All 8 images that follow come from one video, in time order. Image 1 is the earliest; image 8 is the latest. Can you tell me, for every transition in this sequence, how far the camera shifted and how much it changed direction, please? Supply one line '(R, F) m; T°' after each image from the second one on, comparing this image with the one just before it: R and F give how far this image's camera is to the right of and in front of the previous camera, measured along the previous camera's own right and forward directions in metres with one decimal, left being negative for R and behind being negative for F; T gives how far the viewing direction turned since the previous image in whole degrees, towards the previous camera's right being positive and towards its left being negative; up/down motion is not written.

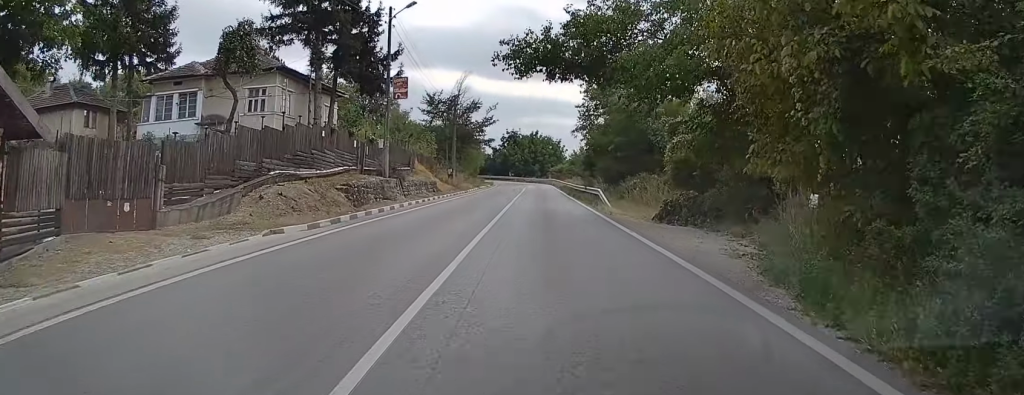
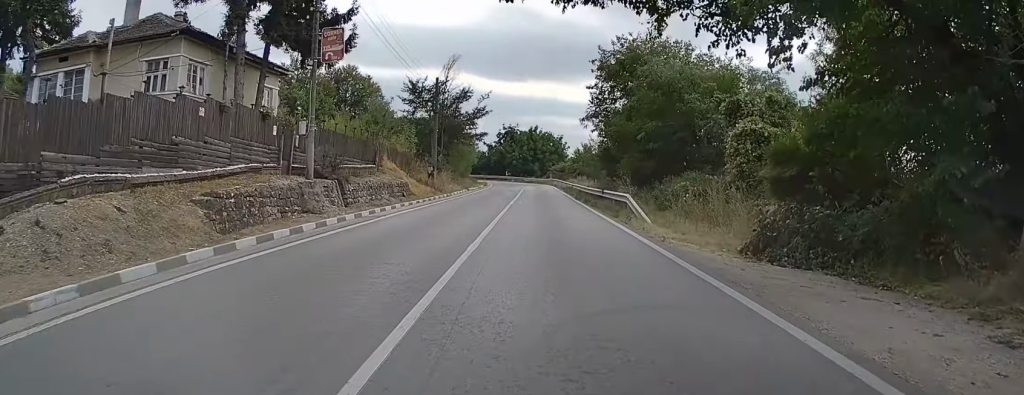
(0.0, +11.4) m; 0°
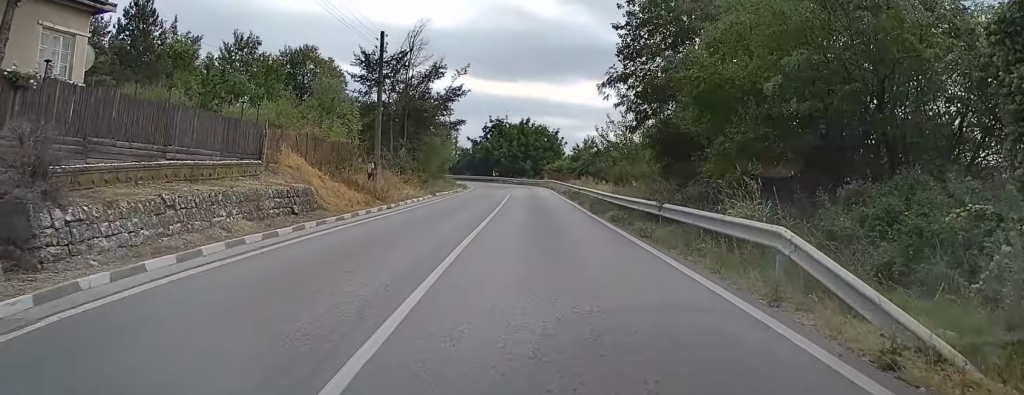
(0.0, +16.7) m; 0°
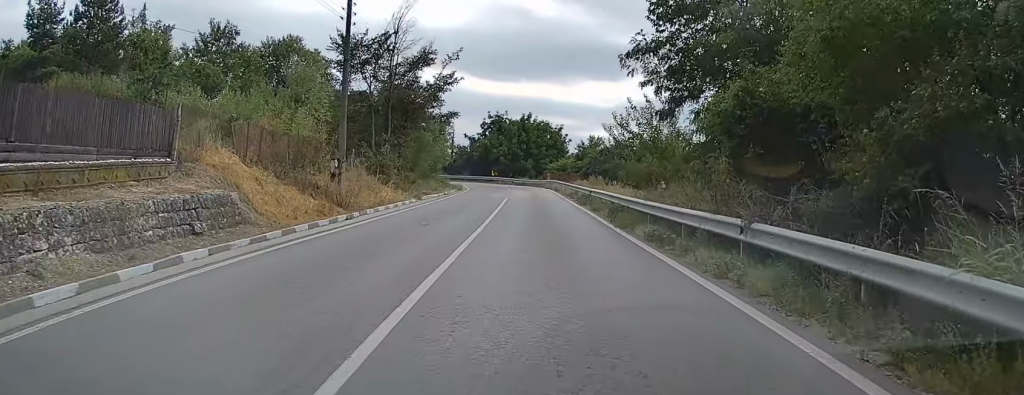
(0.0, +6.7) m; 0°
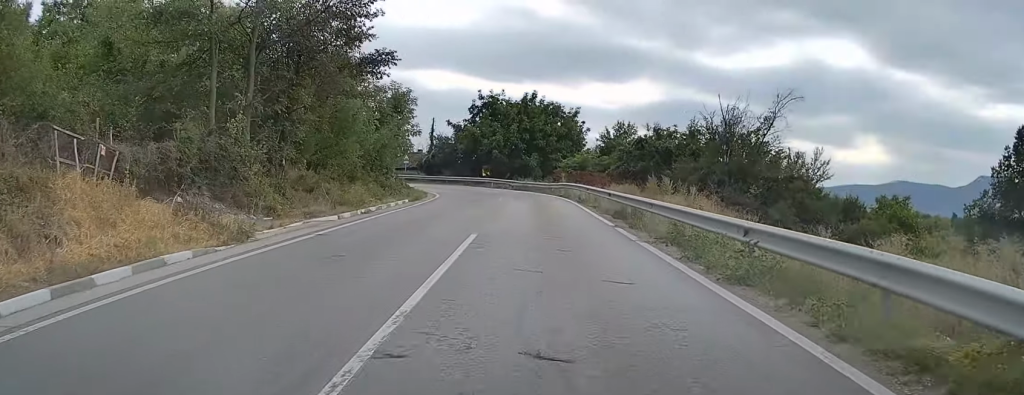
(0.0, +24.6) m; 0°
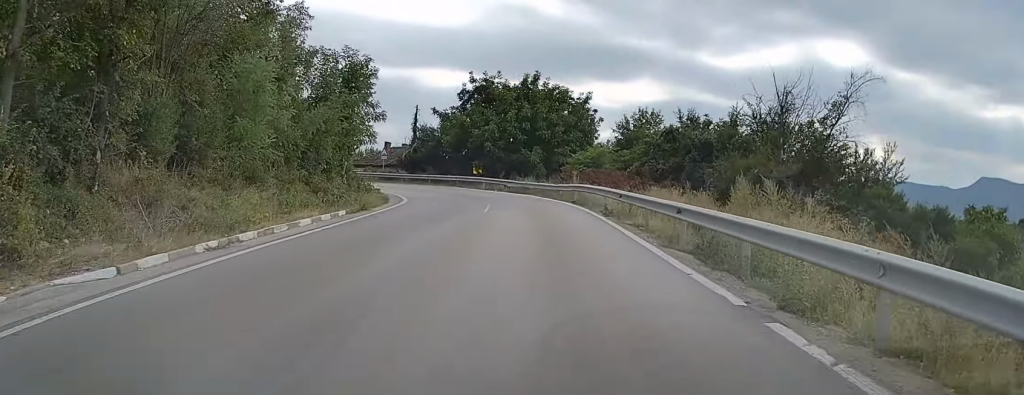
(0.0, +11.9) m; 0°
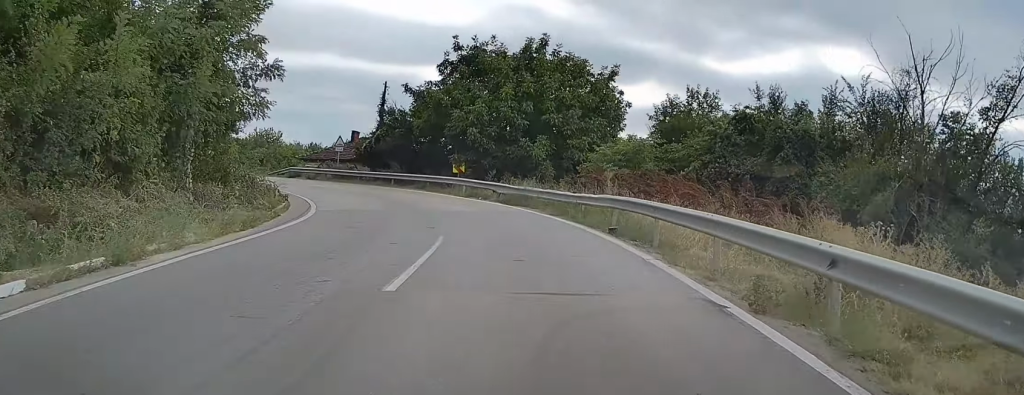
(0.0, +15.4) m; -2°
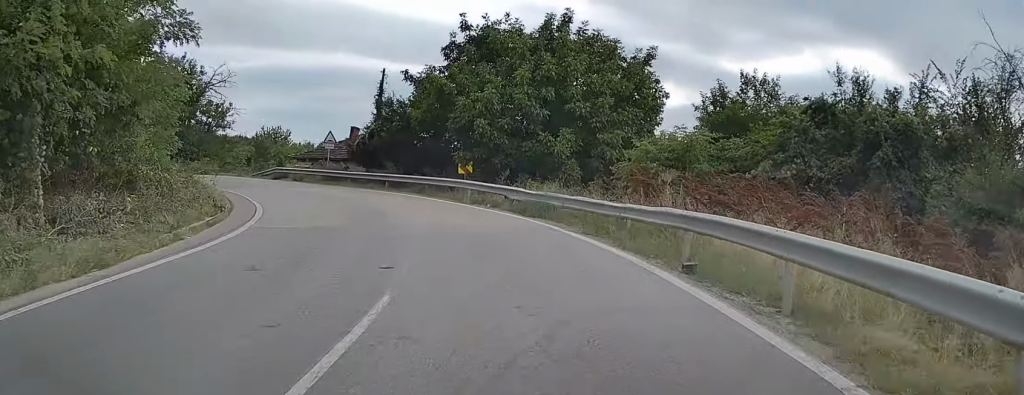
(0.0, +6.7) m; -3°
